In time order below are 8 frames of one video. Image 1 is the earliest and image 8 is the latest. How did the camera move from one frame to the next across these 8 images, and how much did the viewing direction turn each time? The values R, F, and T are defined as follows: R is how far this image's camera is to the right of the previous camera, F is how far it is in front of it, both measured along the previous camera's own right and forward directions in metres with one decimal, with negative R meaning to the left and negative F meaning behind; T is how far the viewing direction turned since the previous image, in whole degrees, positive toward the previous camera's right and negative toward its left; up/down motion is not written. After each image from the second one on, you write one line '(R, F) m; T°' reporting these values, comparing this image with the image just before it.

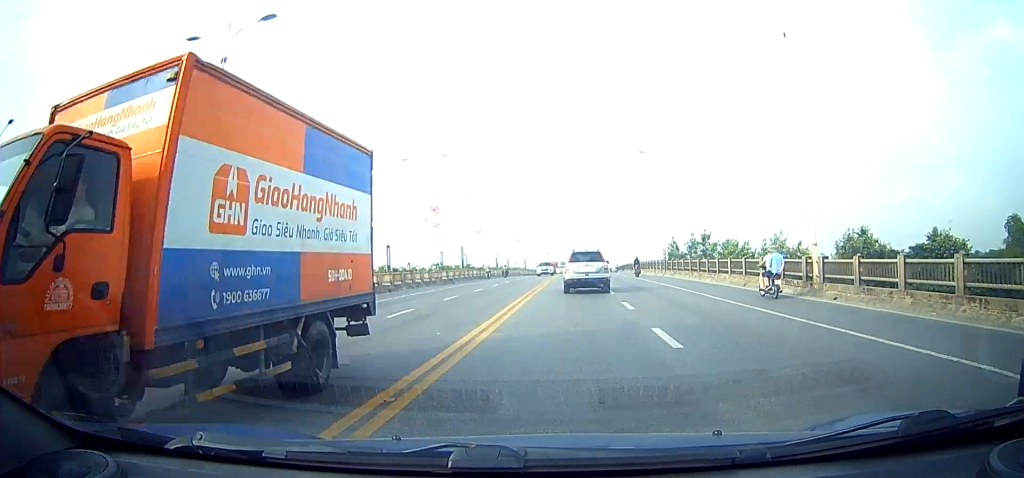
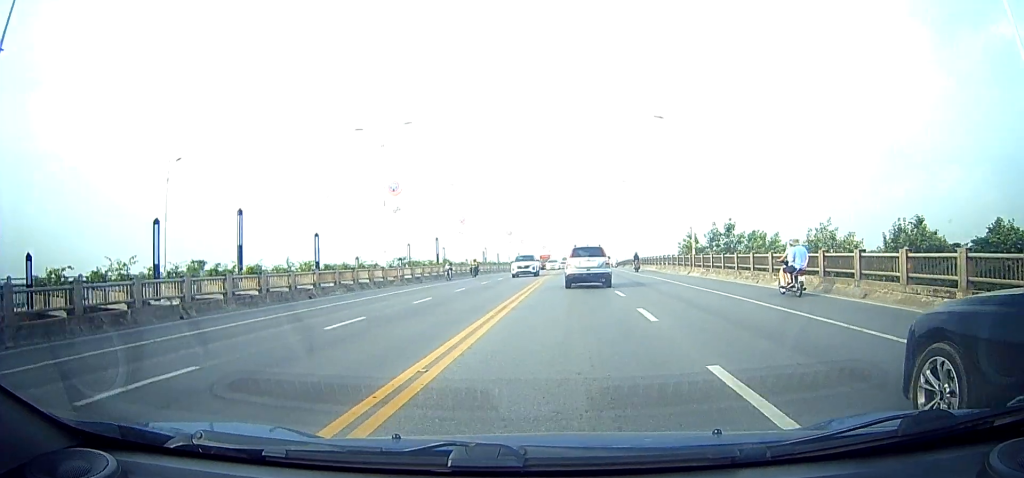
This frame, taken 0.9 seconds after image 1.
(0.0, +10.3) m; 0°
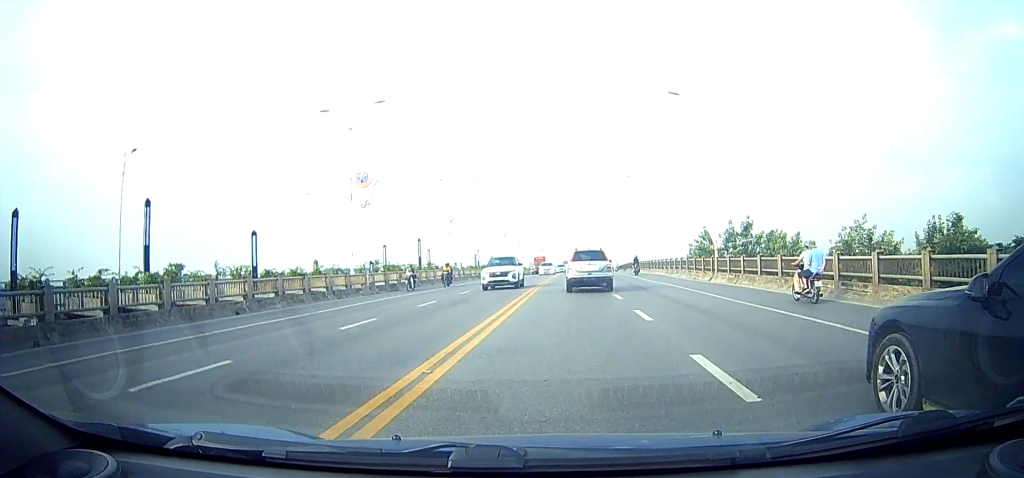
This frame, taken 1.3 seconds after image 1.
(0.0, +4.8) m; 0°
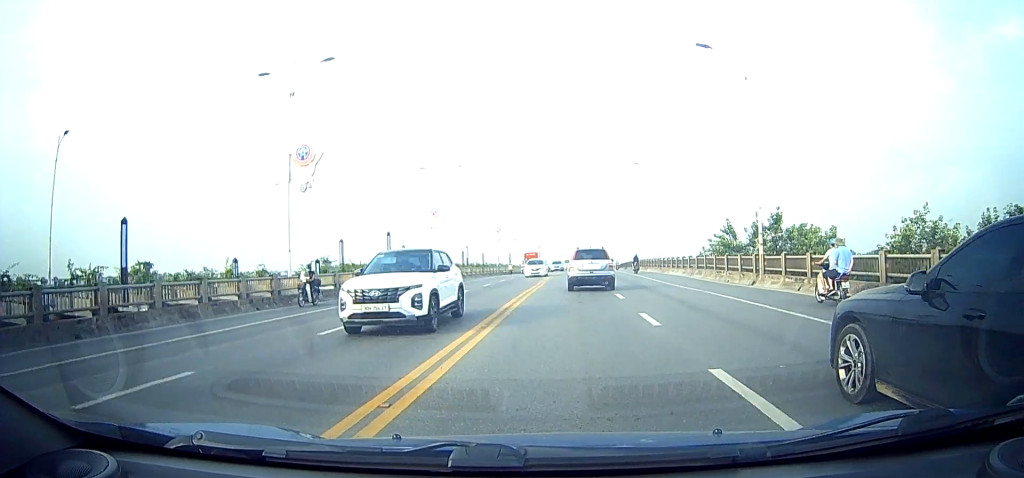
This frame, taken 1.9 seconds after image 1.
(0.0, +6.7) m; 0°
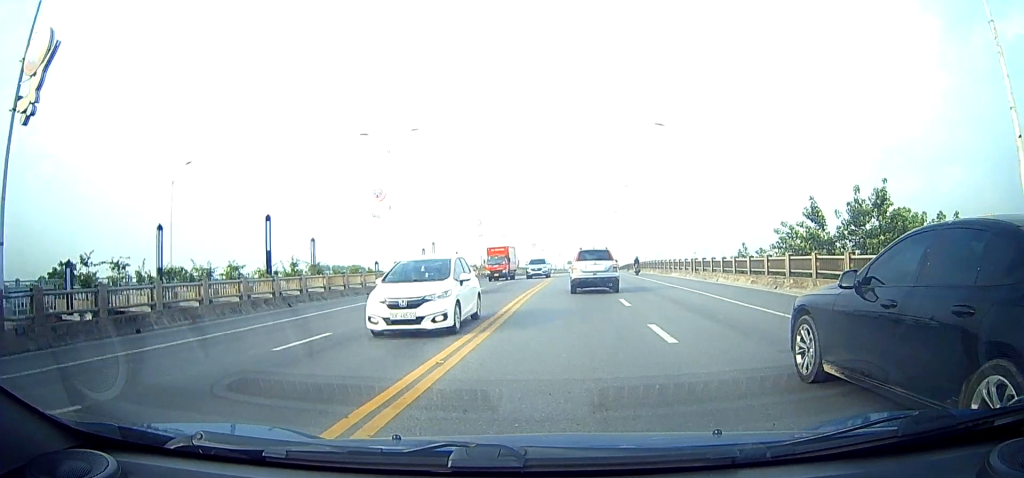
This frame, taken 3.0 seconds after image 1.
(0.0, +12.4) m; 0°
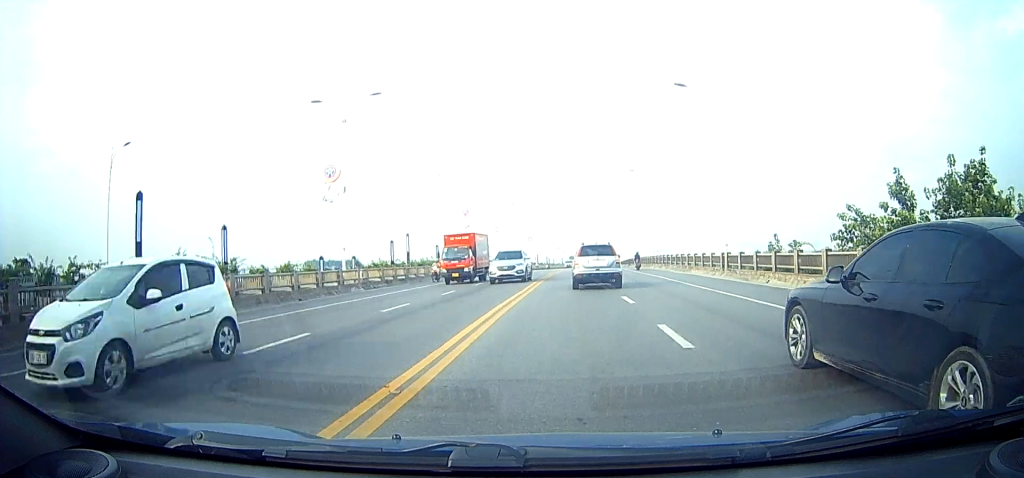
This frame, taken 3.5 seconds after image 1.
(0.0, +6.1) m; 0°
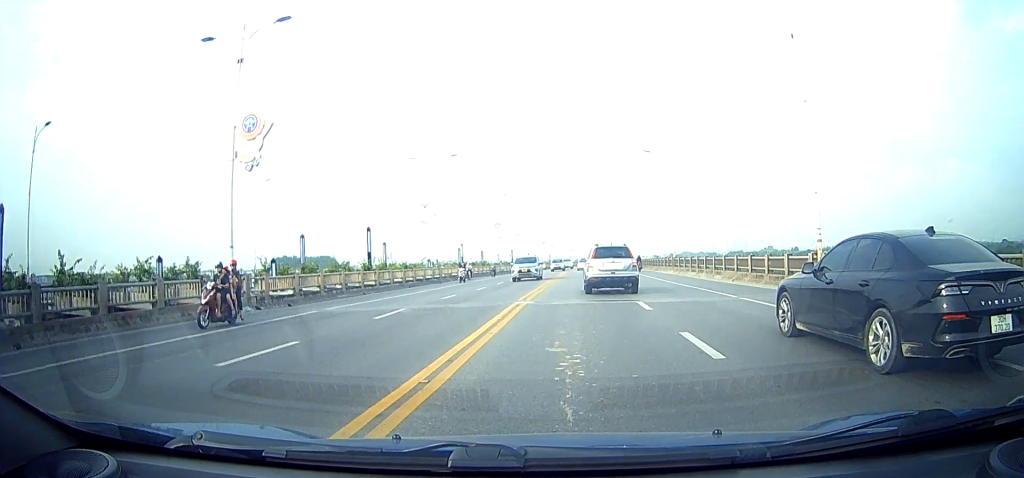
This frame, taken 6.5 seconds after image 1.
(0.0, +36.5) m; 0°
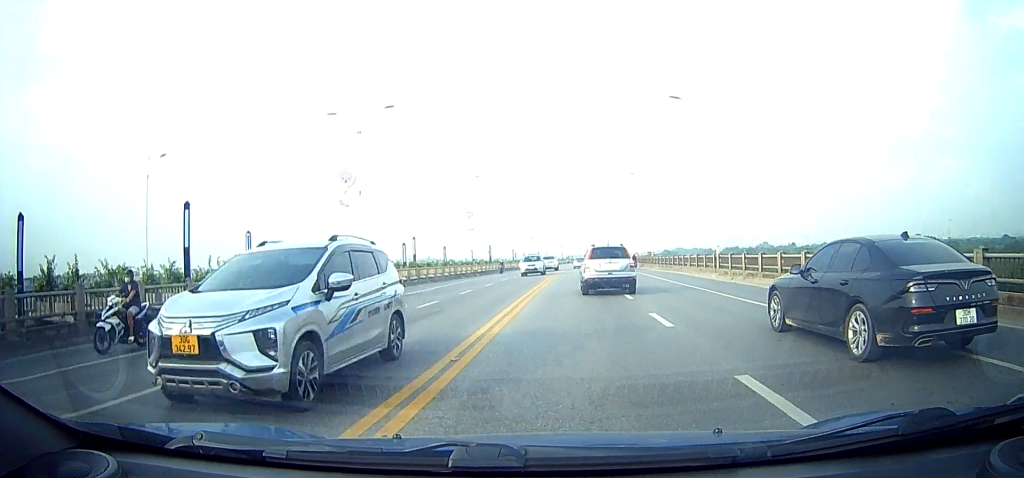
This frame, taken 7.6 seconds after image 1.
(0.0, +14.4) m; 0°
